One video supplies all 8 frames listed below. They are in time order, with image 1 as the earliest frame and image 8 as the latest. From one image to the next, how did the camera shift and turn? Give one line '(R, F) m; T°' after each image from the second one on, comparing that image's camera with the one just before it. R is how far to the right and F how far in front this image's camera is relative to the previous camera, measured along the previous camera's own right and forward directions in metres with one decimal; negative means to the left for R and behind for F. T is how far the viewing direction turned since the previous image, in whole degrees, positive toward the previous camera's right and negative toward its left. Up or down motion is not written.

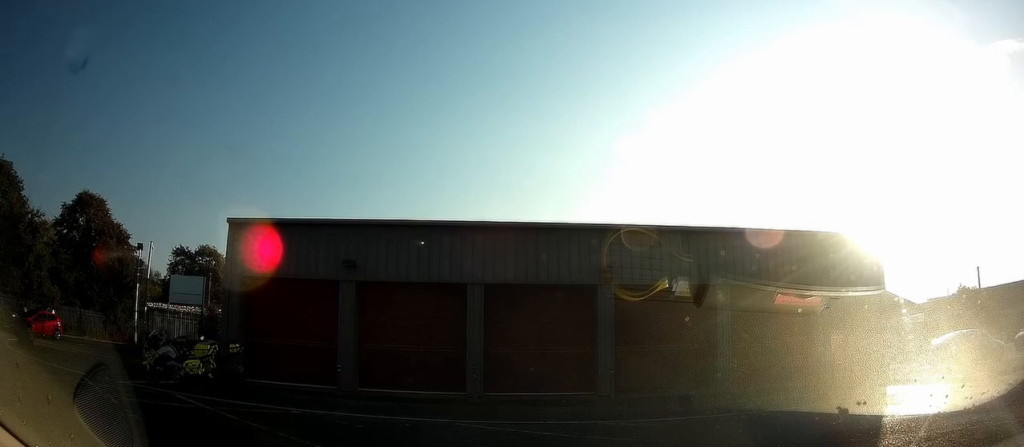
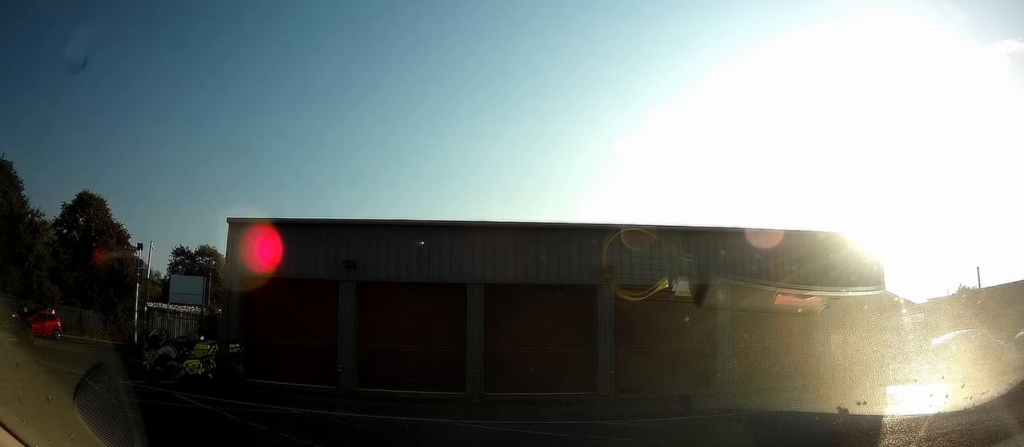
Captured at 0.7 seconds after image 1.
(0.0, 0.0) m; 0°
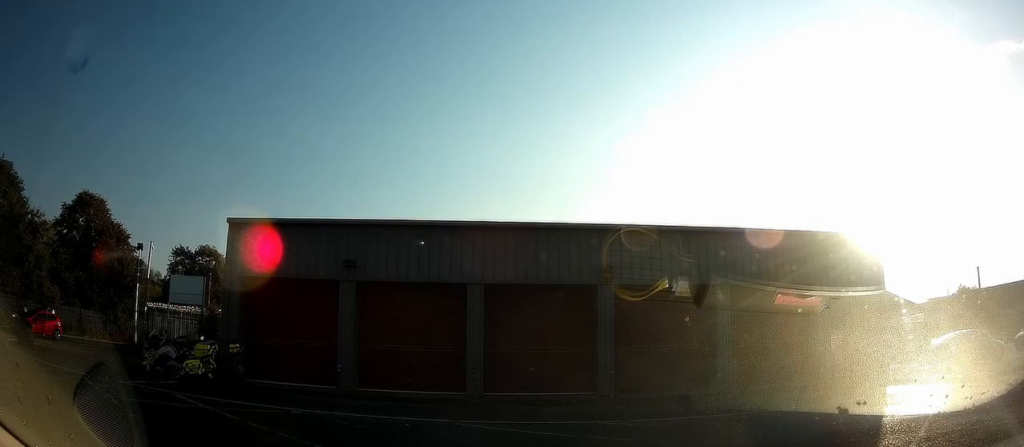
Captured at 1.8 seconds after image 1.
(0.0, 0.0) m; 0°
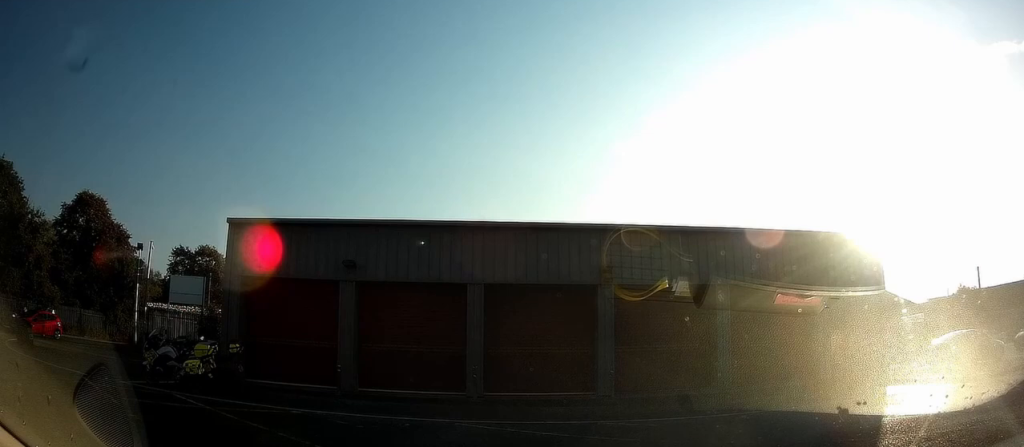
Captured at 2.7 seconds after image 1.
(0.0, 0.0) m; 0°
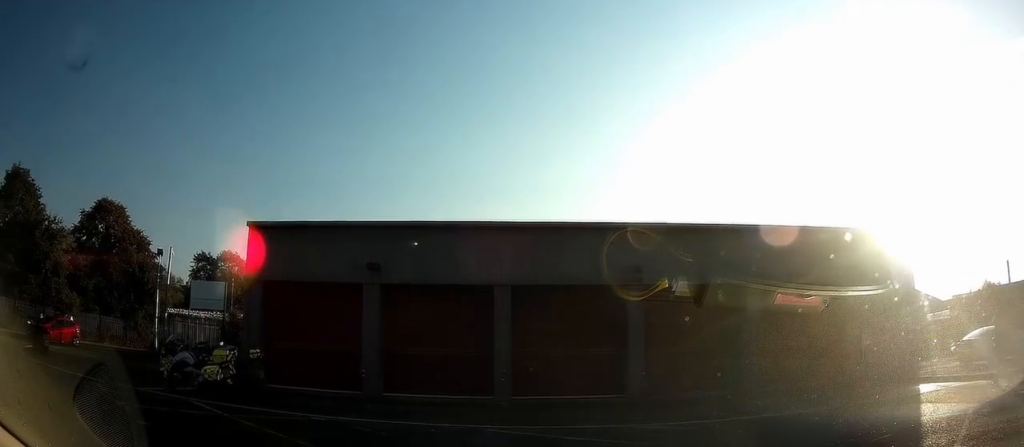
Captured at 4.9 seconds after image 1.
(+0.2, +0.3) m; 0°
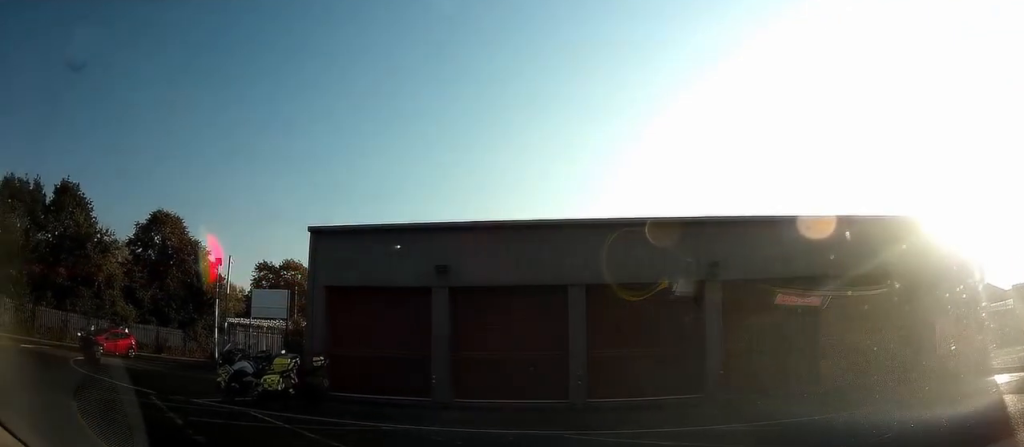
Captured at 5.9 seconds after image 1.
(+0.1, +0.3) m; 0°
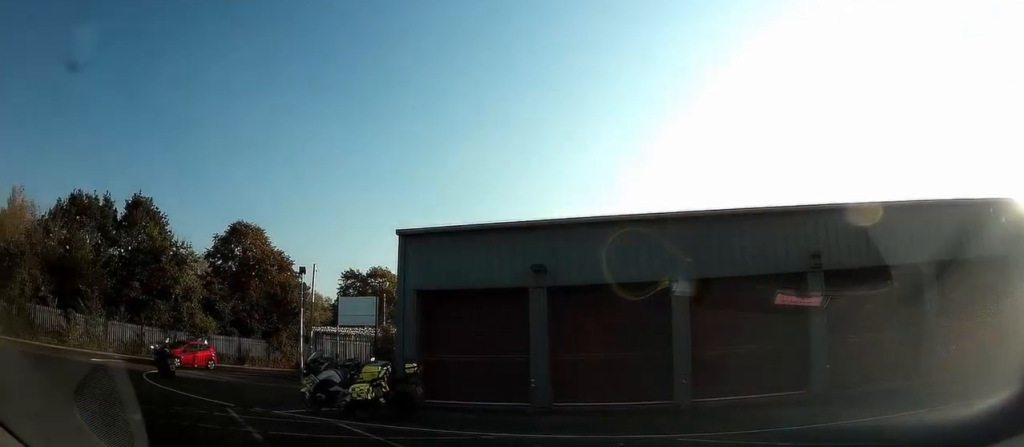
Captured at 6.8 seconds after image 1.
(+0.3, +0.2) m; 0°
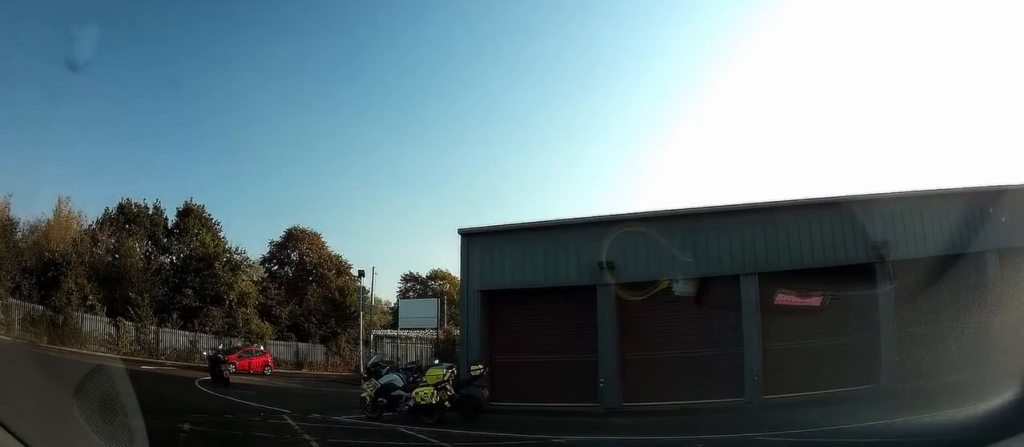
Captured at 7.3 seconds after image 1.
(+0.3, 0.0) m; 0°
